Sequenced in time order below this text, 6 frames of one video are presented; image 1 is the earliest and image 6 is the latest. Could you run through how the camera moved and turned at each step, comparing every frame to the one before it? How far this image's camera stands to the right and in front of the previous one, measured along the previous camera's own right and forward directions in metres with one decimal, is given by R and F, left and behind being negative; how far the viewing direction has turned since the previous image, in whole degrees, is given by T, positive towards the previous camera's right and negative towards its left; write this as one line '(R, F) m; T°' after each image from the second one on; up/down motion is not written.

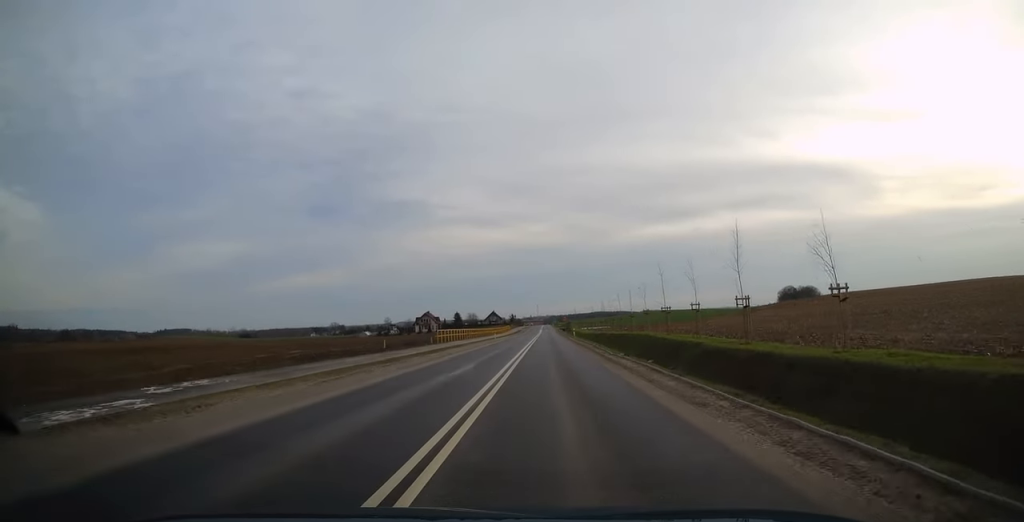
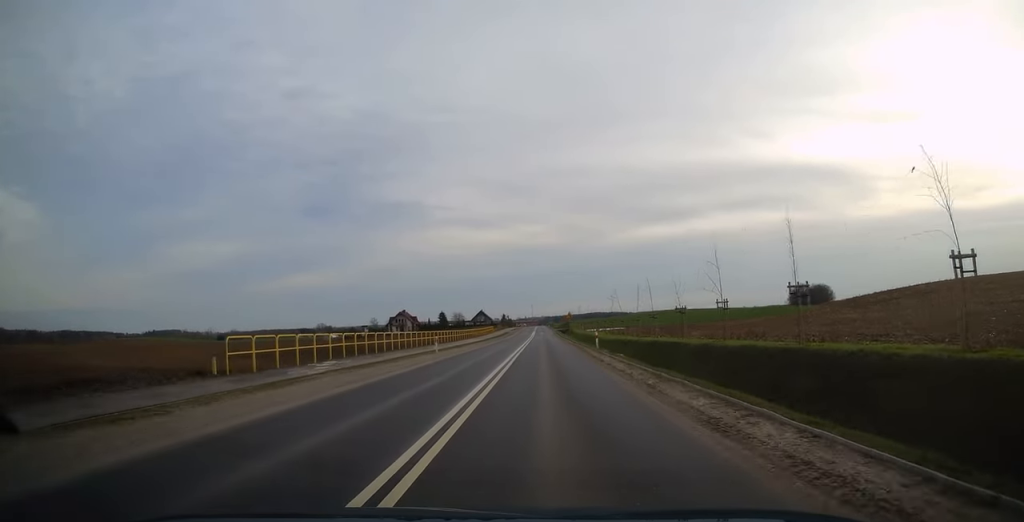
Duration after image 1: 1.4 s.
(-0.1, +37.8) m; 0°
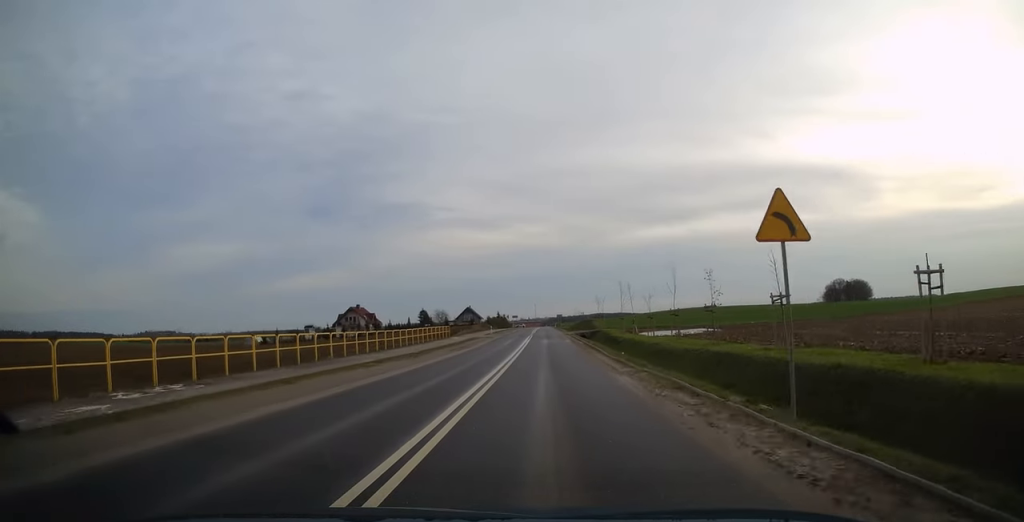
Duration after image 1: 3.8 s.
(+0.1, +62.8) m; 0°
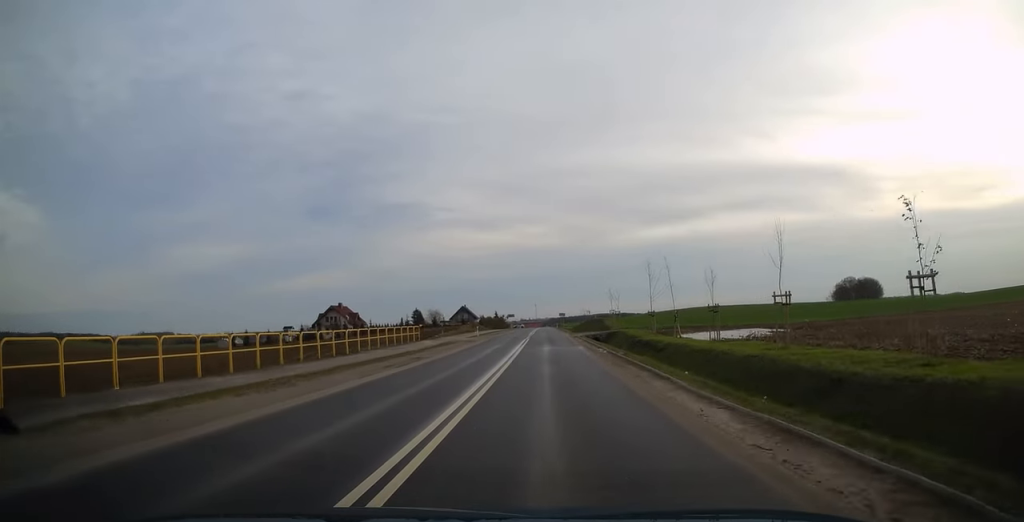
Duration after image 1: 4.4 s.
(0.0, +15.9) m; 0°
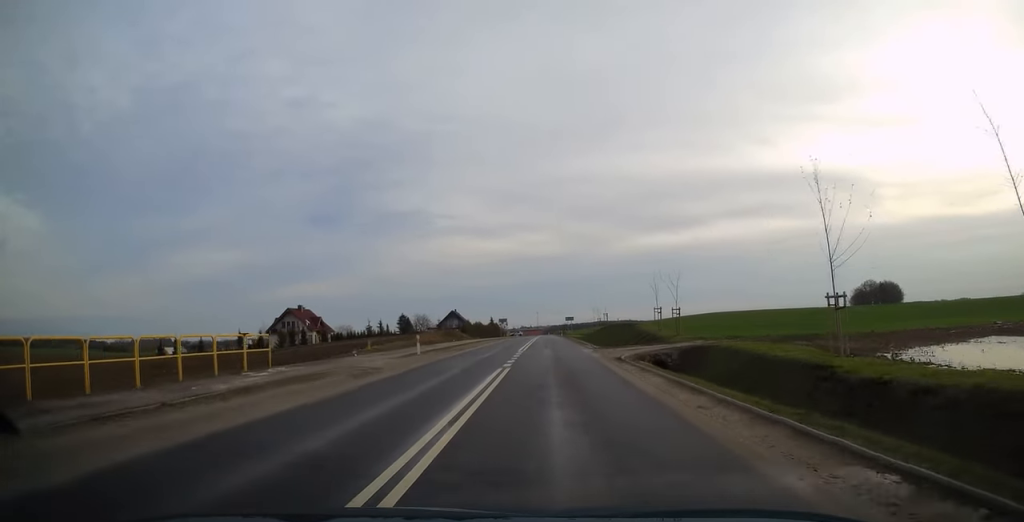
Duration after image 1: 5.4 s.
(0.0, +27.4) m; -1°
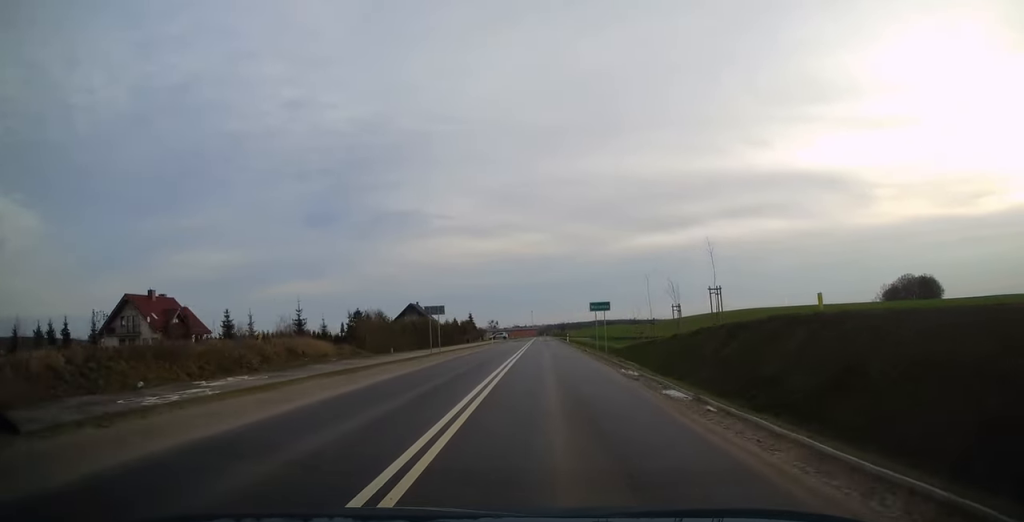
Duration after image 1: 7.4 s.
(-0.3, +52.6) m; 0°
